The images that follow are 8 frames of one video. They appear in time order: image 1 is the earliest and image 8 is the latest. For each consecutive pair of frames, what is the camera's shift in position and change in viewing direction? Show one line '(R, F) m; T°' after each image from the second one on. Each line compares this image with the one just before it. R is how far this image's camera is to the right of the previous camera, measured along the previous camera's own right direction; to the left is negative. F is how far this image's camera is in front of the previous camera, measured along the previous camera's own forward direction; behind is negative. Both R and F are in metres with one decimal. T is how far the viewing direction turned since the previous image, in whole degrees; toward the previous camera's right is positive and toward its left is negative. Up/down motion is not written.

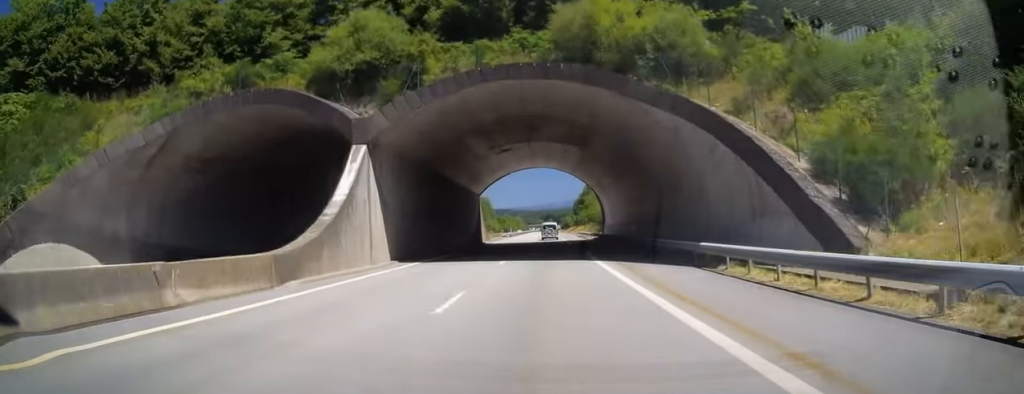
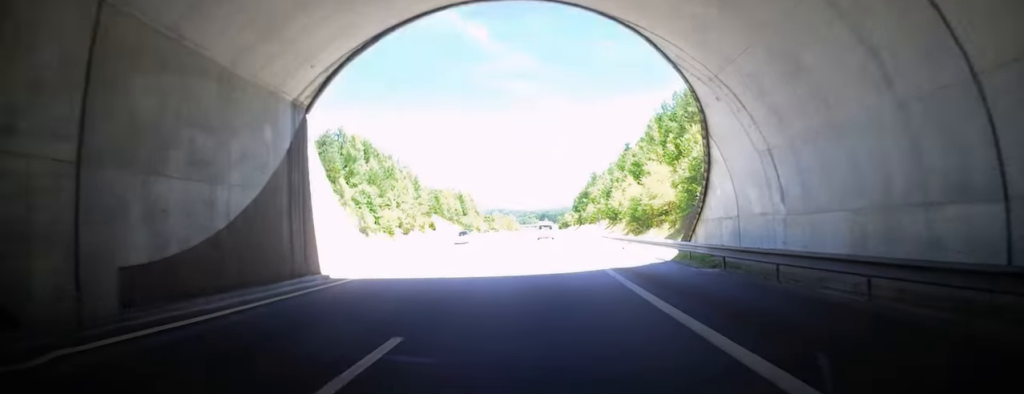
(+0.5, +44.1) m; +1°
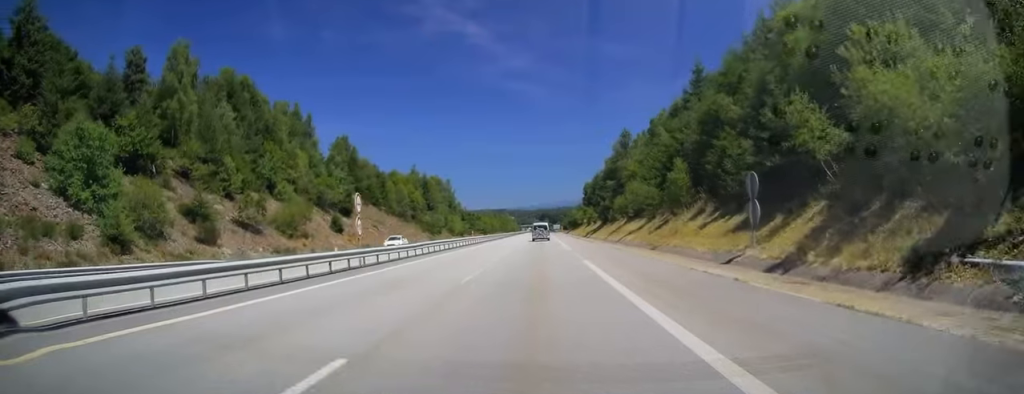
(+0.1, +66.3) m; -1°
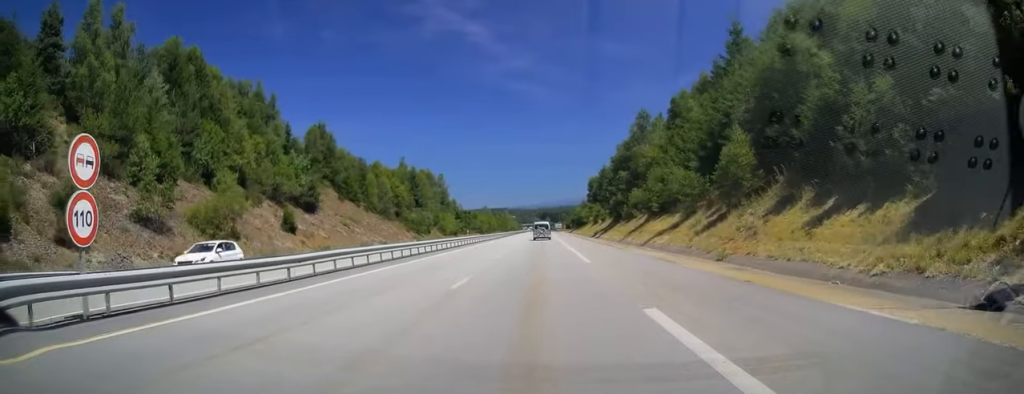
(-0.2, +15.4) m; 0°
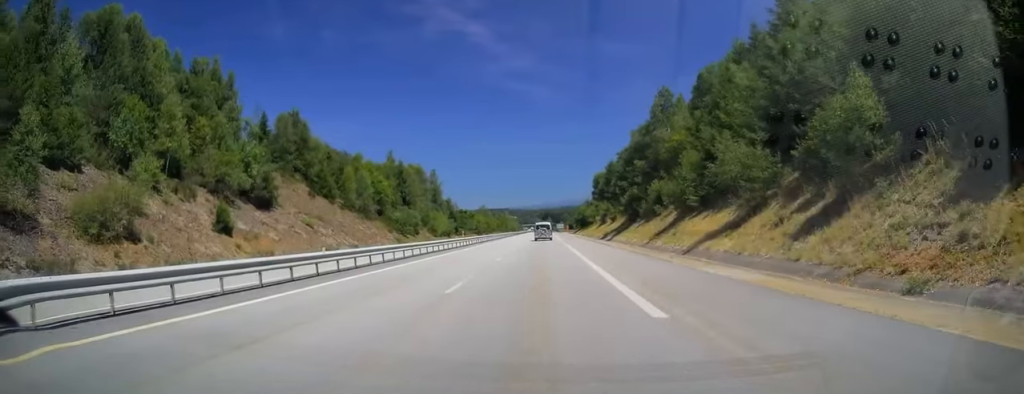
(-0.1, +13.9) m; 0°
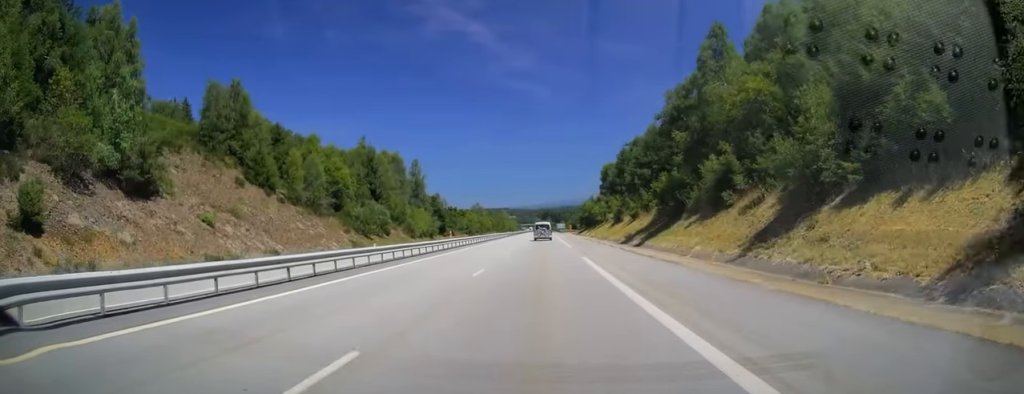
(0.0, +22.3) m; +1°
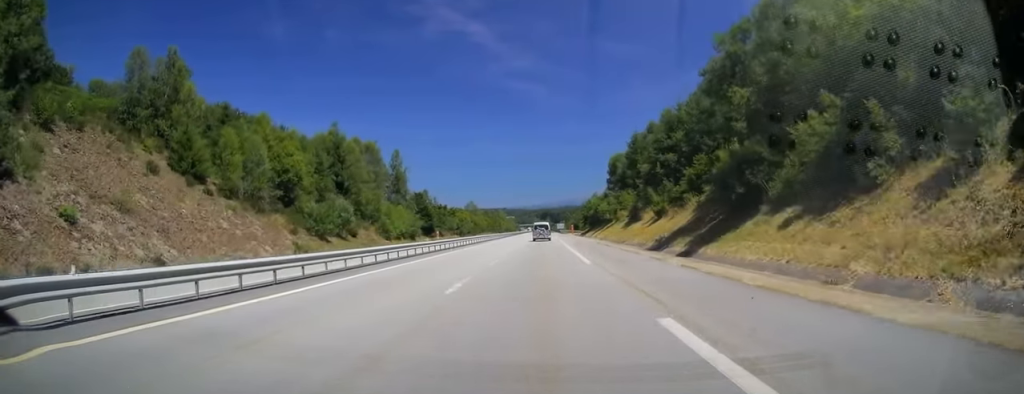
(+0.1, +16.8) m; 0°
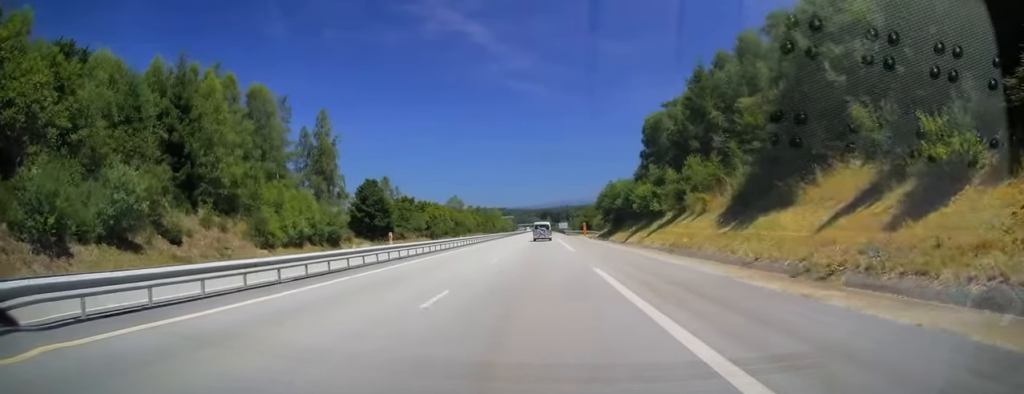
(+0.3, +41.5) m; 0°
